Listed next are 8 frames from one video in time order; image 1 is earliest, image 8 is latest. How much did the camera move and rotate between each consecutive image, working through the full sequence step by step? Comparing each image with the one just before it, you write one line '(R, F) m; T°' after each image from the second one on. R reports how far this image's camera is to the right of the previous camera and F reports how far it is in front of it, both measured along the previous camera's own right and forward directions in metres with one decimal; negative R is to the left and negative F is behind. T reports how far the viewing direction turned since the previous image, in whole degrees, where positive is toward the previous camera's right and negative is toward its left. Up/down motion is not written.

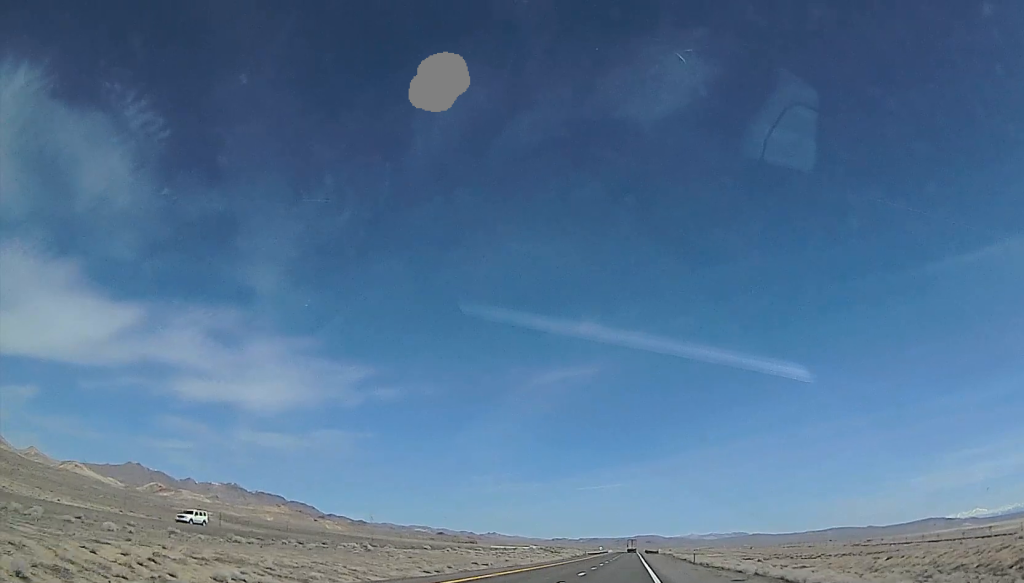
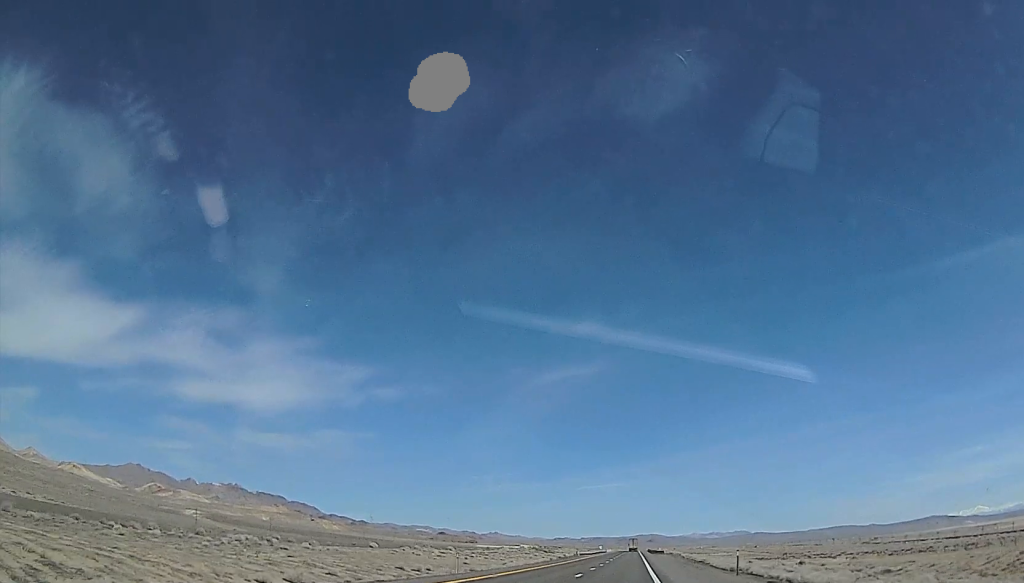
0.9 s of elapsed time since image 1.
(-0.5, +26.9) m; 0°
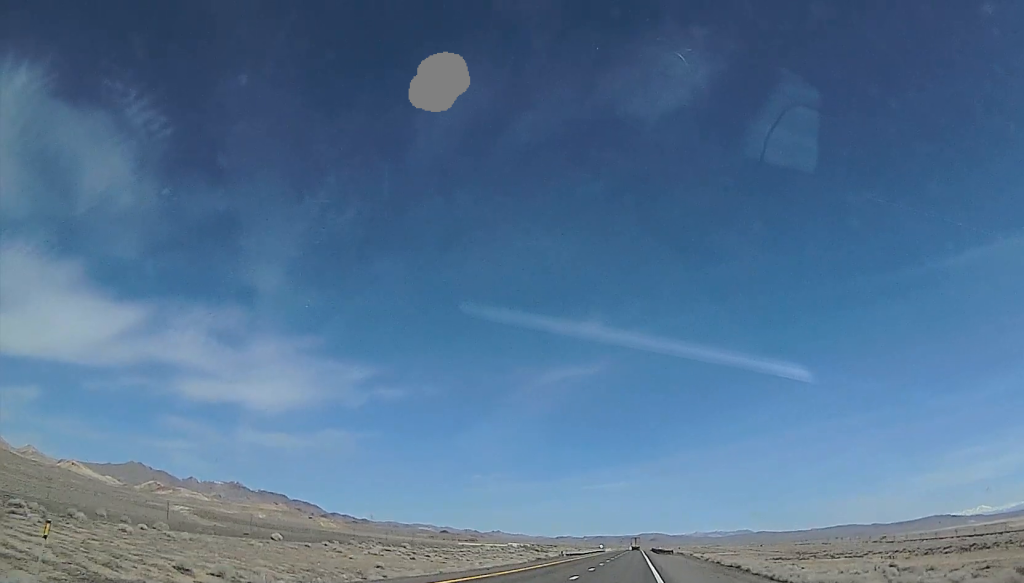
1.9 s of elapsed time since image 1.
(+0.4, +28.7) m; 0°
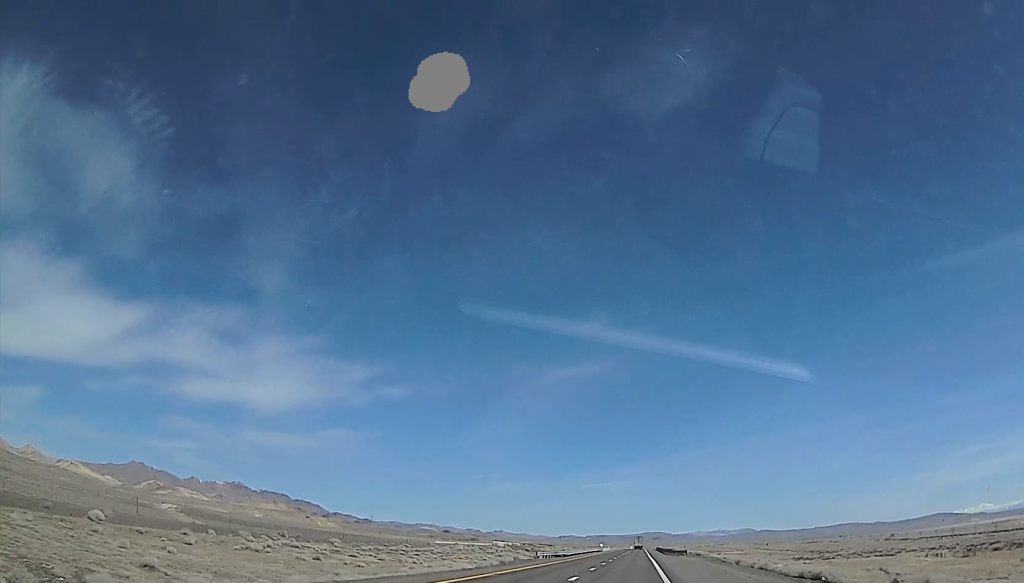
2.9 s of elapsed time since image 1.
(-0.2, +27.8) m; -1°
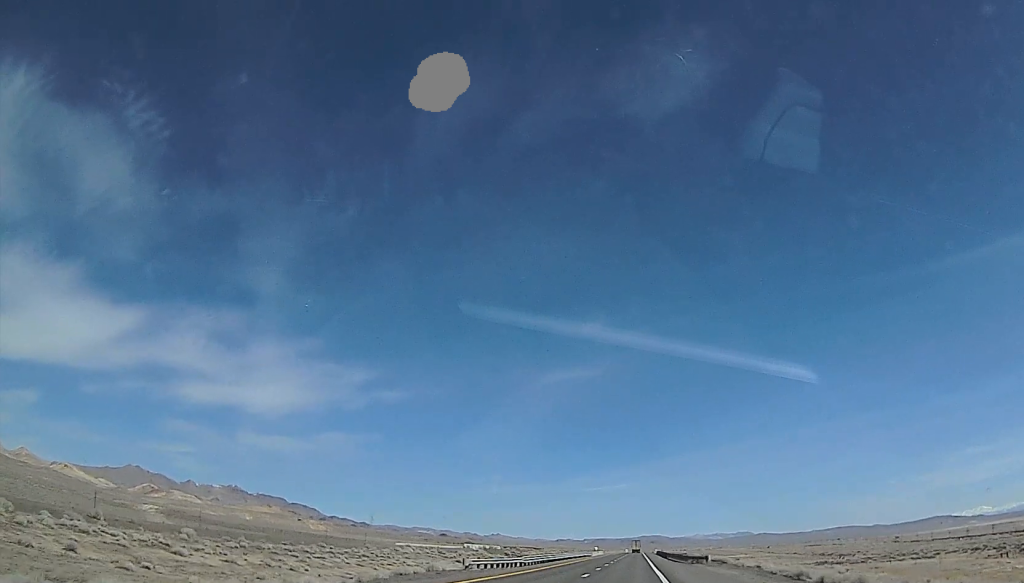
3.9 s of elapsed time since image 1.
(-0.5, +30.0) m; -1°
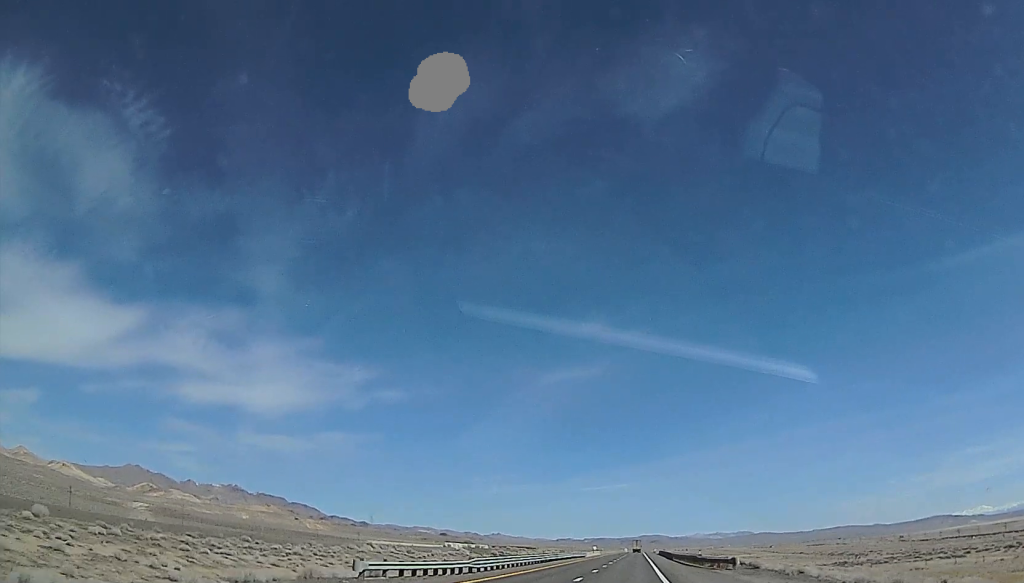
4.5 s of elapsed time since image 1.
(-0.2, +17.5) m; 0°
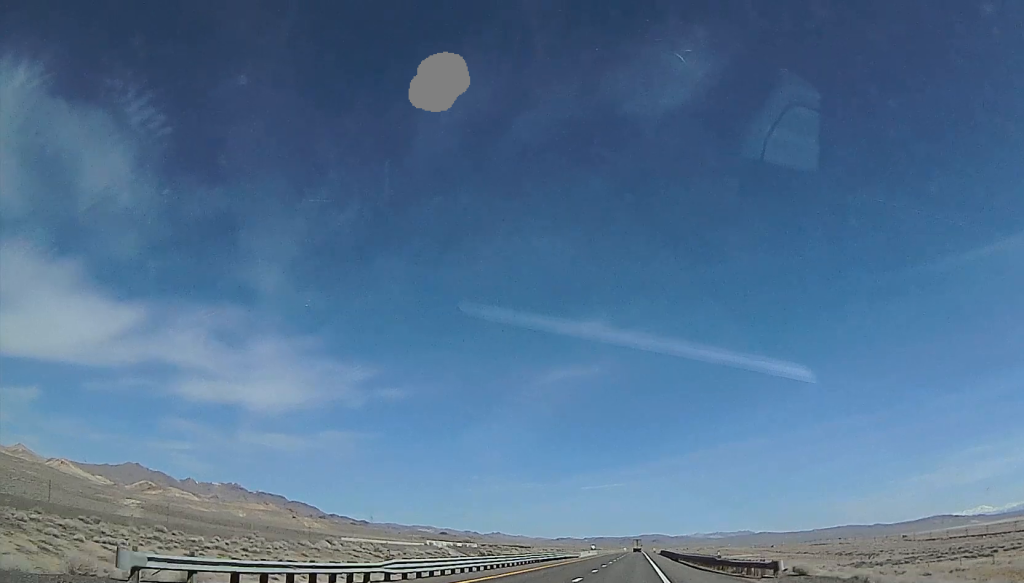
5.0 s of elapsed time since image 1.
(+0.1, +13.5) m; -1°
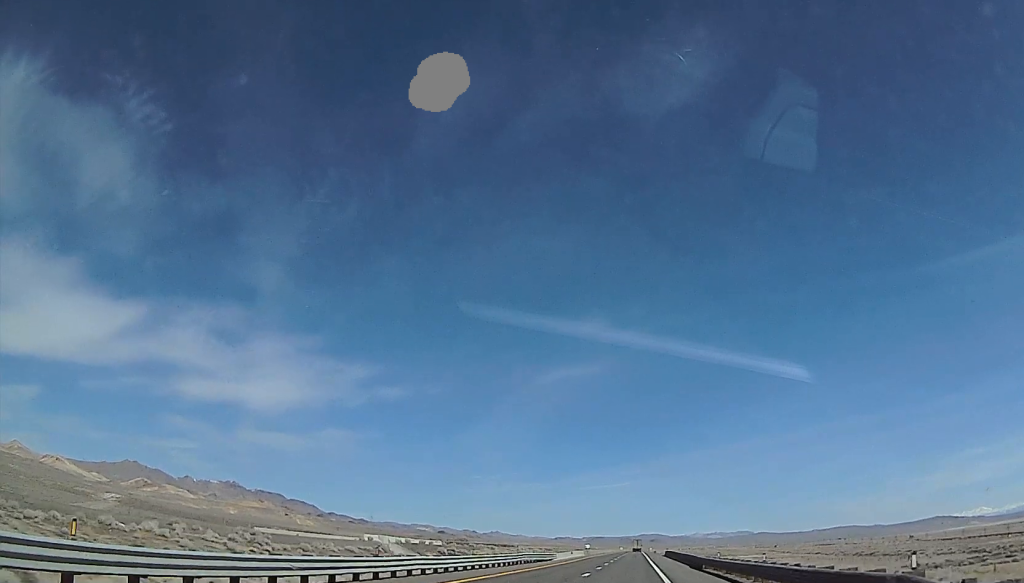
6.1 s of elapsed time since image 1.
(-0.5, +31.6) m; +1°
